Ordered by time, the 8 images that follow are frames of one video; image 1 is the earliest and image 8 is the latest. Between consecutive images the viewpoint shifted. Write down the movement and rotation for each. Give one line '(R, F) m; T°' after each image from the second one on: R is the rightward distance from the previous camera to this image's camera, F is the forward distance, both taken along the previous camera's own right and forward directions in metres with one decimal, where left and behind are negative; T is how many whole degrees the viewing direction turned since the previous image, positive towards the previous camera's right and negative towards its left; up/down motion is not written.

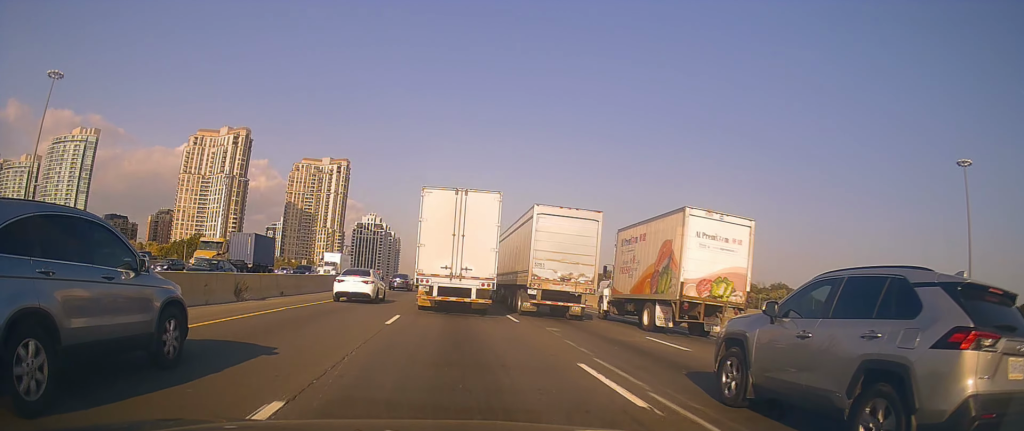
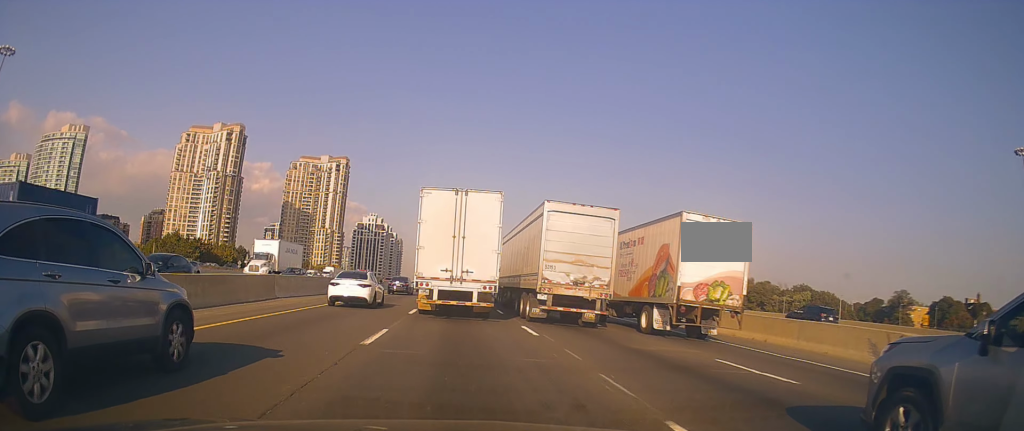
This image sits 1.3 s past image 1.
(-0.2, +16.2) m; 0°
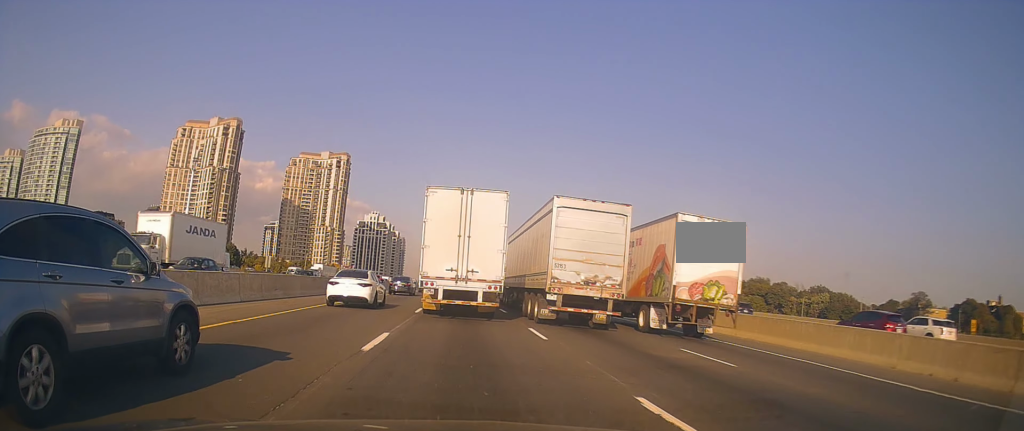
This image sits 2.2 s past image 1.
(0.0, +11.1) m; -1°
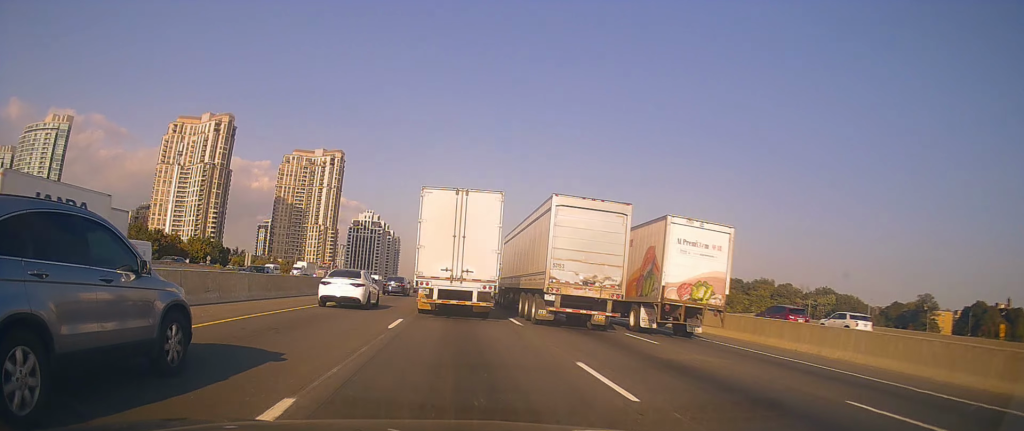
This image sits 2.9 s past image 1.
(-0.2, +7.3) m; -1°
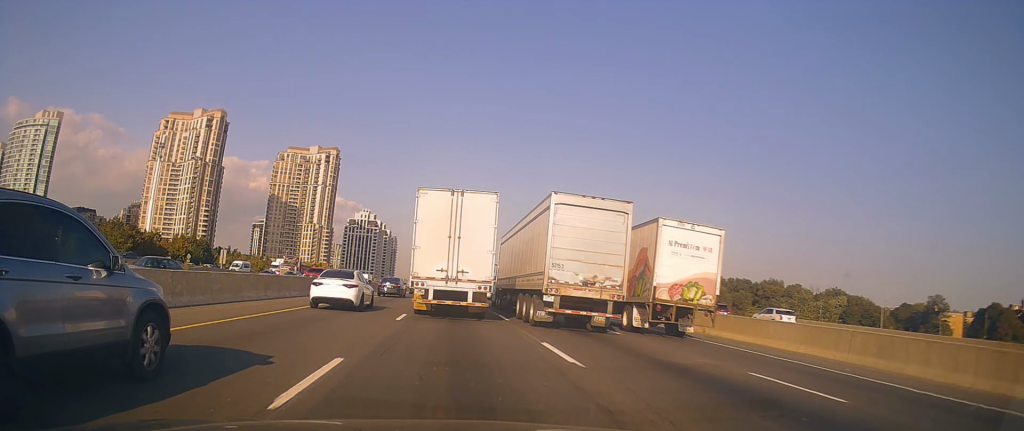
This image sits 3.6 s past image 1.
(+0.2, +8.8) m; +3°
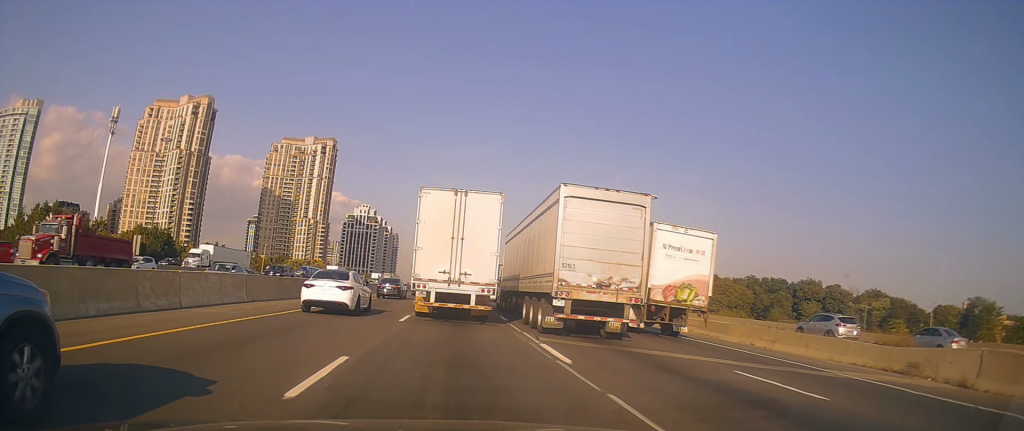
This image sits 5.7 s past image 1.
(+0.3, +23.3) m; -1°
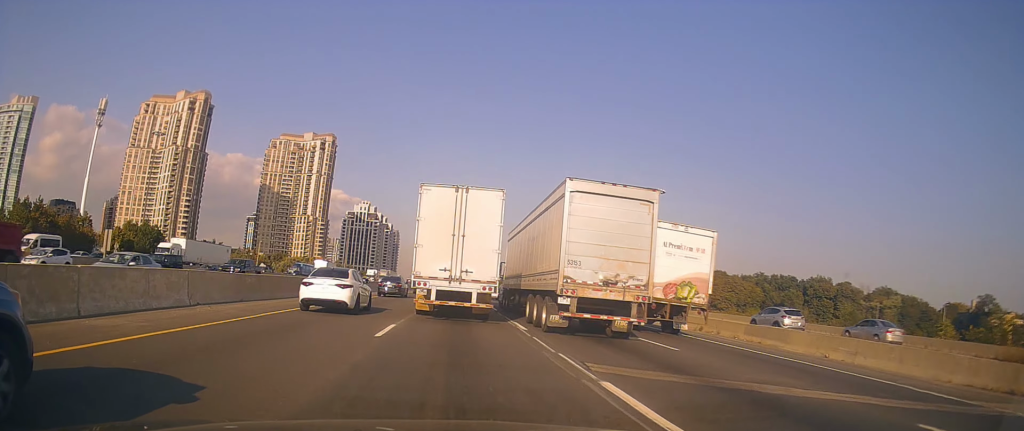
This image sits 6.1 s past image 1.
(0.0, +5.4) m; -1°
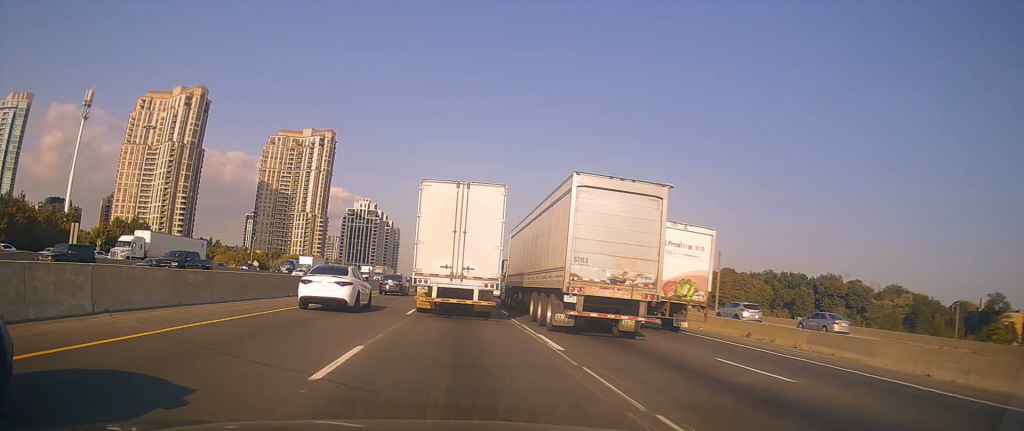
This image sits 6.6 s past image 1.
(0.0, +5.4) m; -1°
